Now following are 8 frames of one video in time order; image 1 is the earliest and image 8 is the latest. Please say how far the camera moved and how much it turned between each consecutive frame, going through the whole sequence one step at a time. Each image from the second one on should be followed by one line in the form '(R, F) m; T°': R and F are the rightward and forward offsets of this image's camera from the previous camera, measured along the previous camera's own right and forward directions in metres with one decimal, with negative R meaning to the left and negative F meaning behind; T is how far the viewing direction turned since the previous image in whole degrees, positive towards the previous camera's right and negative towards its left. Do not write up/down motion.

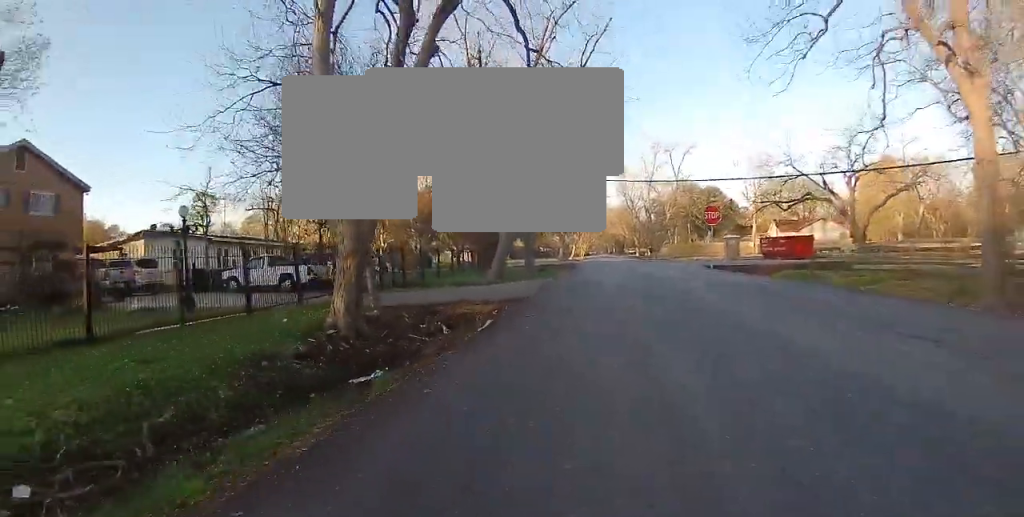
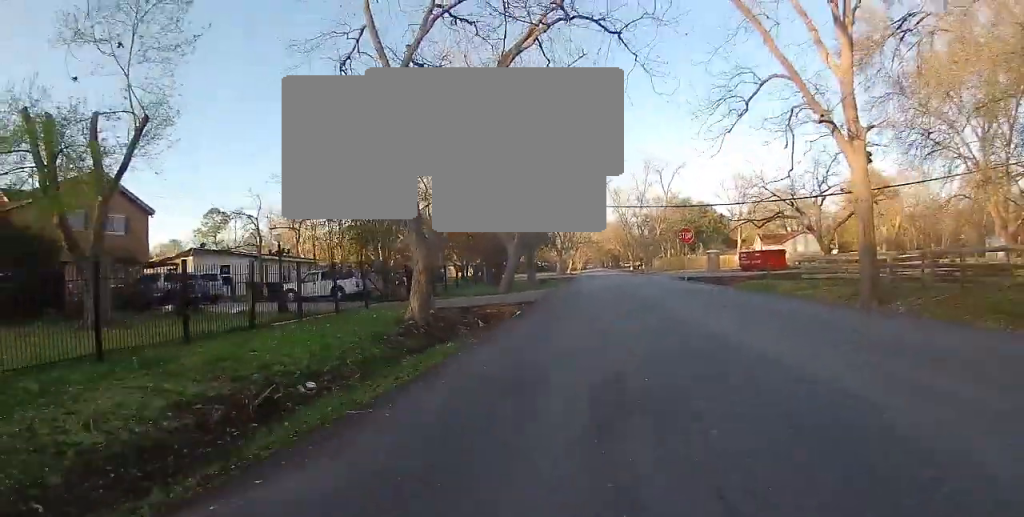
(0.0, +5.5) m; -3°
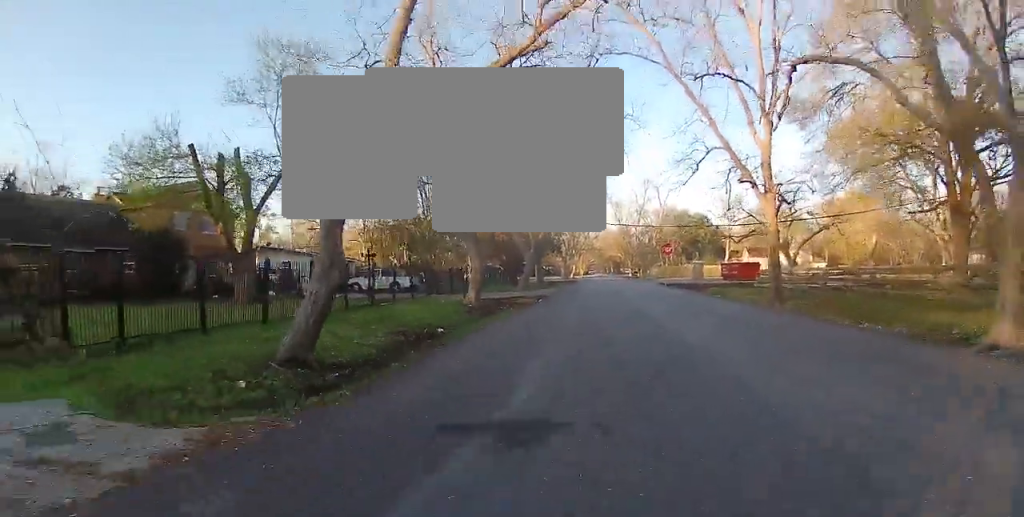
(-0.3, +8.5) m; 0°
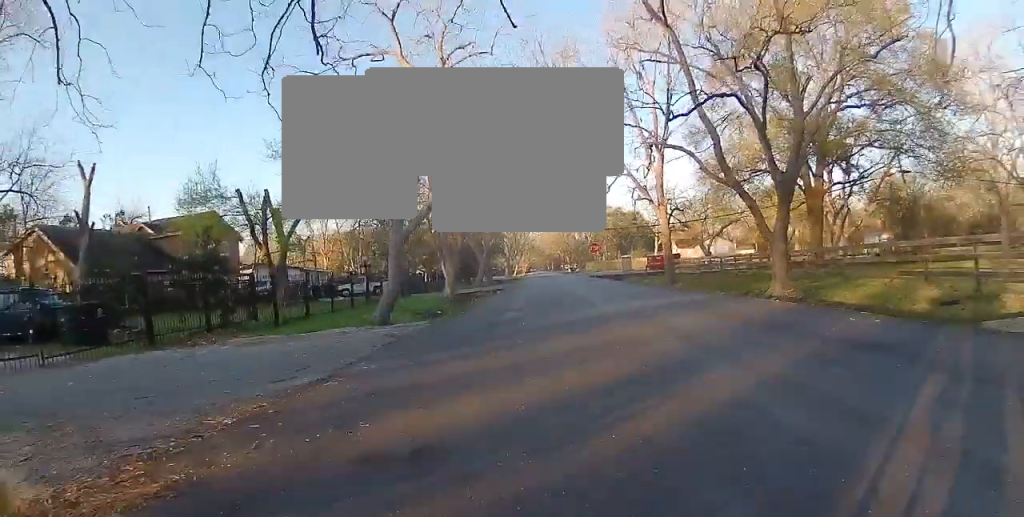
(+1.1, +8.8) m; +11°
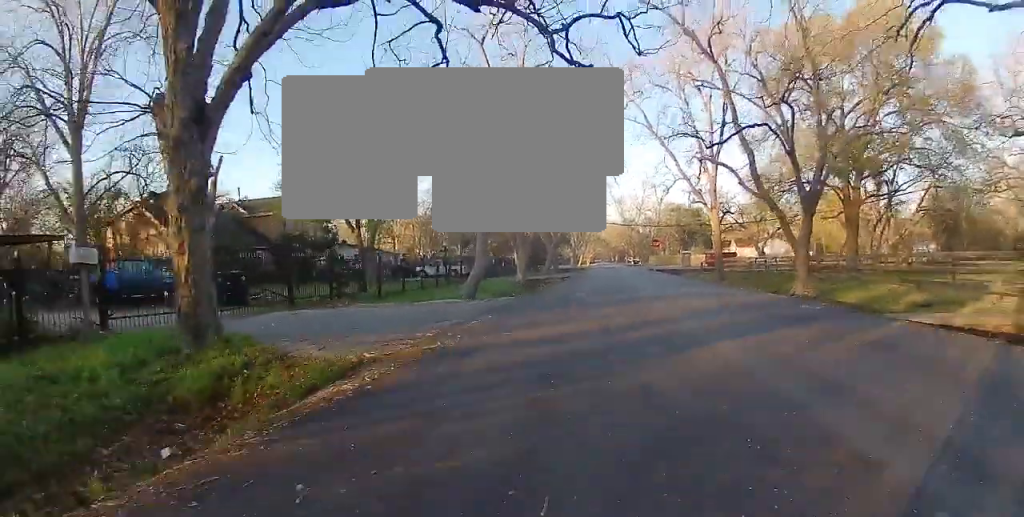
(+0.2, +3.6) m; 0°
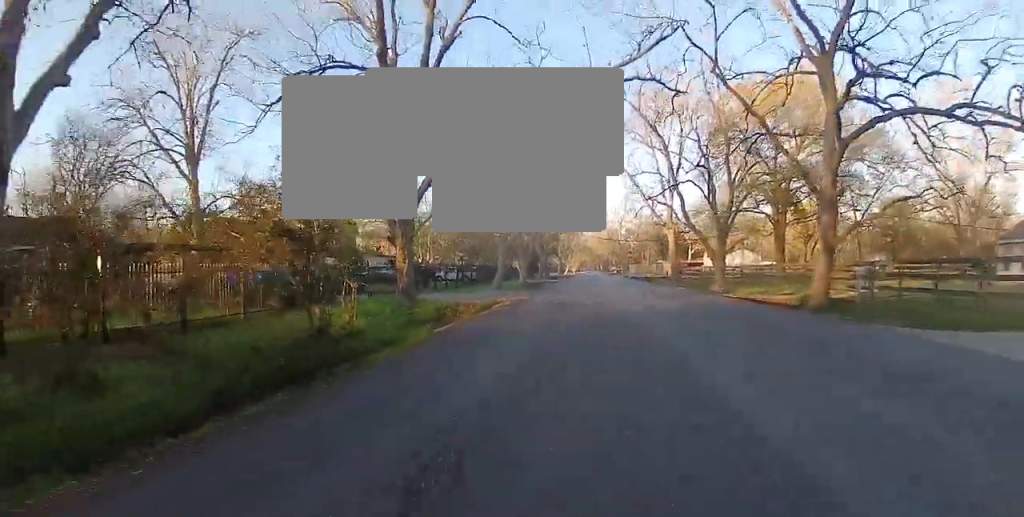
(-1.5, +10.6) m; -10°
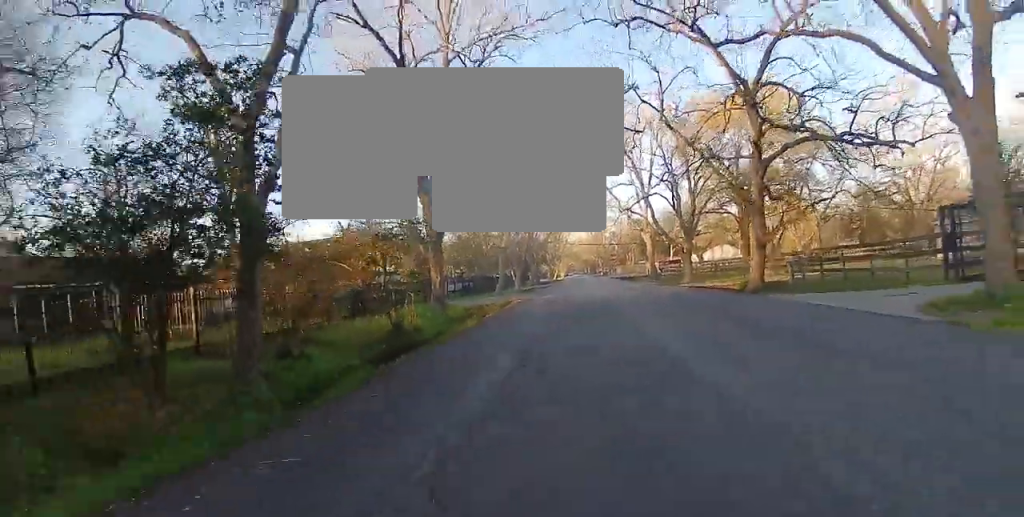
(+0.2, +5.7) m; 0°
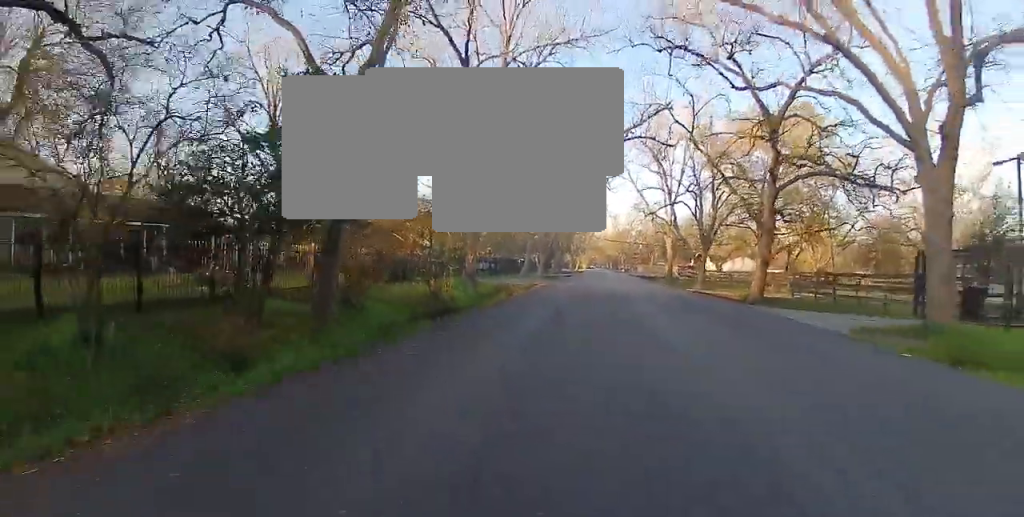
(-0.1, +2.7) m; 0°
